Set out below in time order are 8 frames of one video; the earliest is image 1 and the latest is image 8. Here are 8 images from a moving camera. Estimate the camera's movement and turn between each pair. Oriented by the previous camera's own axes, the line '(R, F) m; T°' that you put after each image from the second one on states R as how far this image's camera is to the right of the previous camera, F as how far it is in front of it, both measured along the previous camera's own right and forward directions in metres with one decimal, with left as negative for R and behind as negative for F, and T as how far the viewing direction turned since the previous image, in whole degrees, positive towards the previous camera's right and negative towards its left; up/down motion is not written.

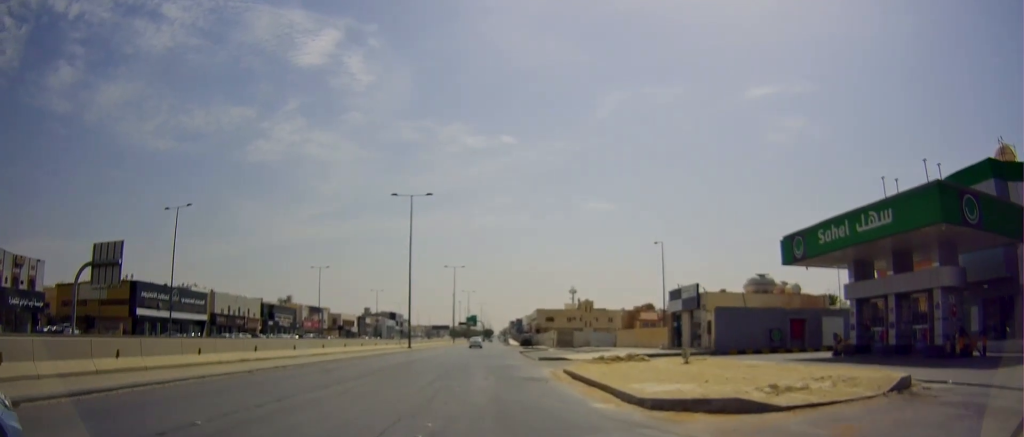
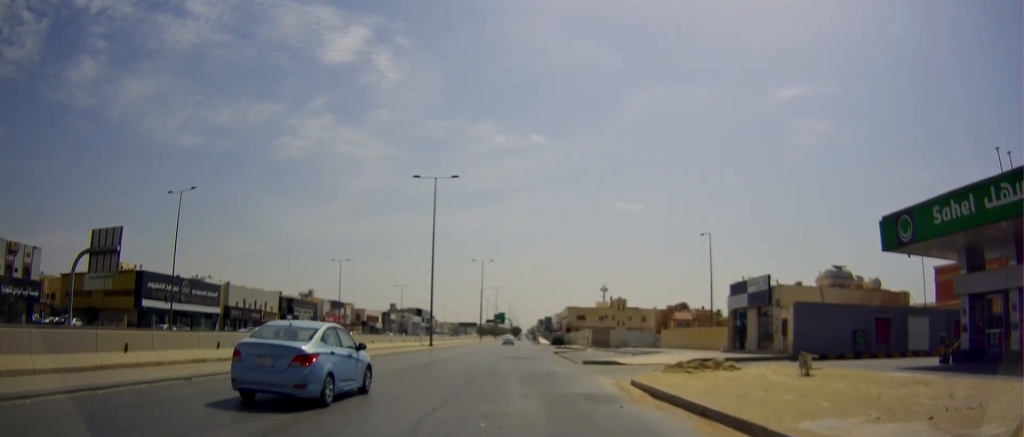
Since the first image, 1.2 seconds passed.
(-0.1, +6.3) m; +1°
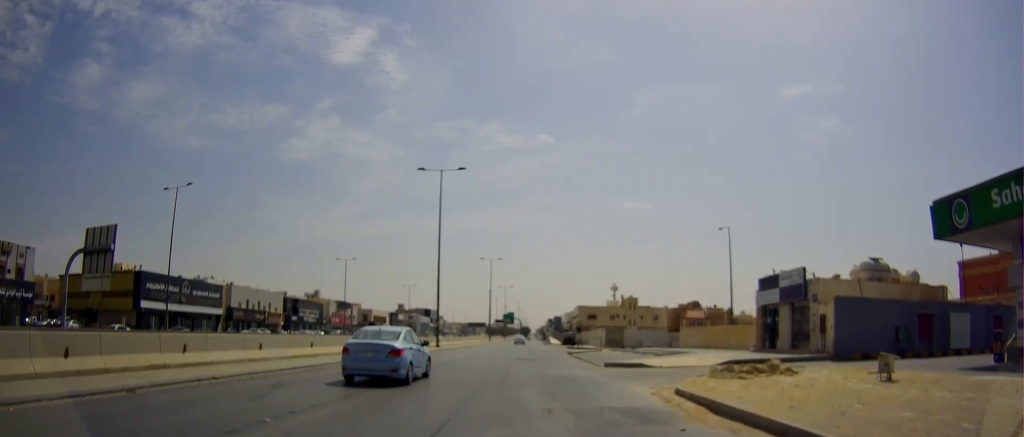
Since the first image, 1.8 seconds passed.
(+0.1, +2.9) m; +1°
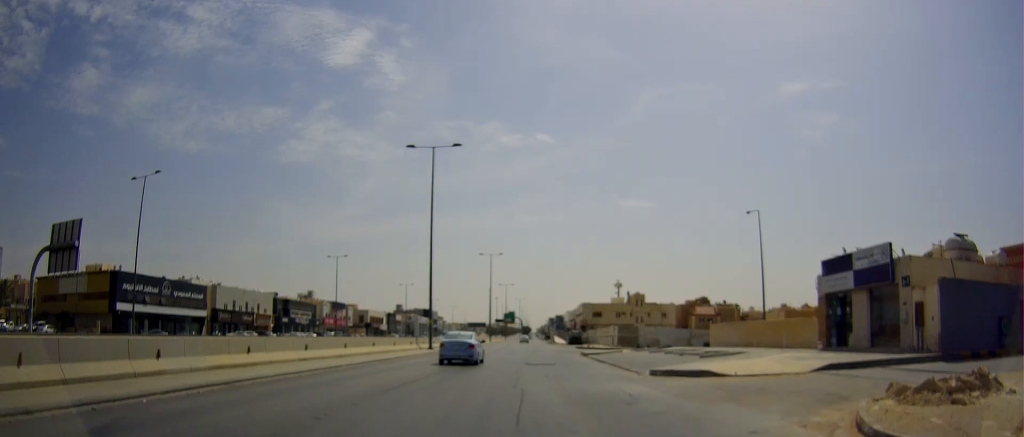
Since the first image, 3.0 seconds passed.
(0.0, +6.6) m; 0°
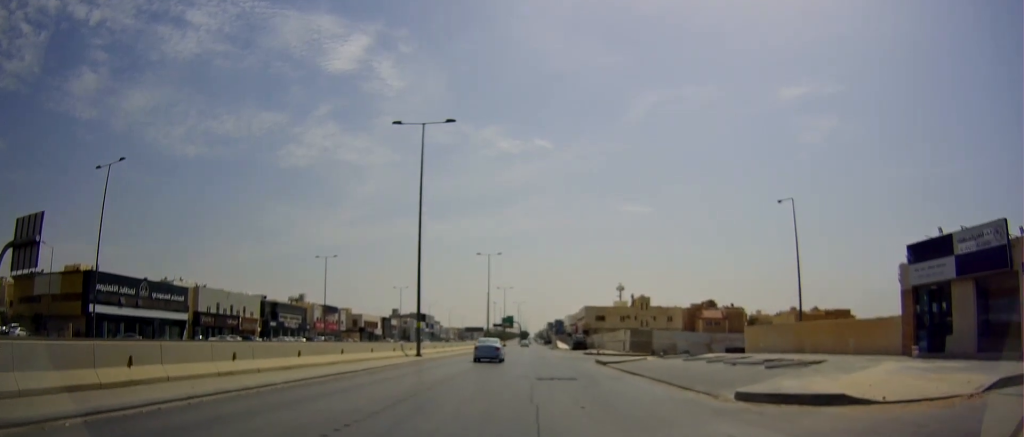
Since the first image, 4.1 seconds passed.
(-0.1, +6.4) m; -5°
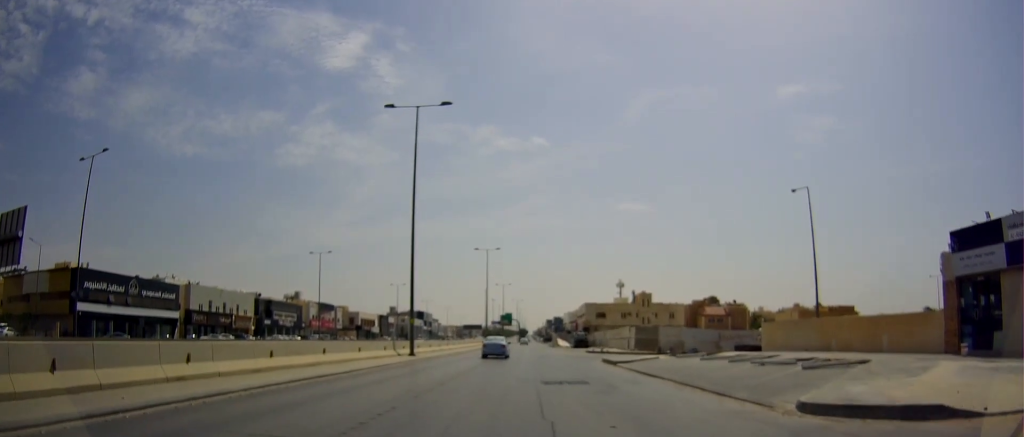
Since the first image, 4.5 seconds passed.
(-0.2, +2.6) m; -1°
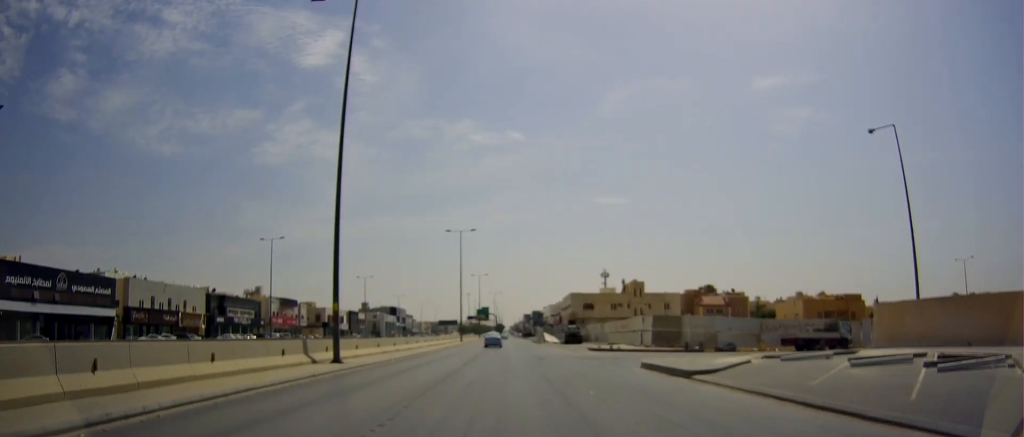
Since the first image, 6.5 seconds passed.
(+0.1, +13.2) m; +2°
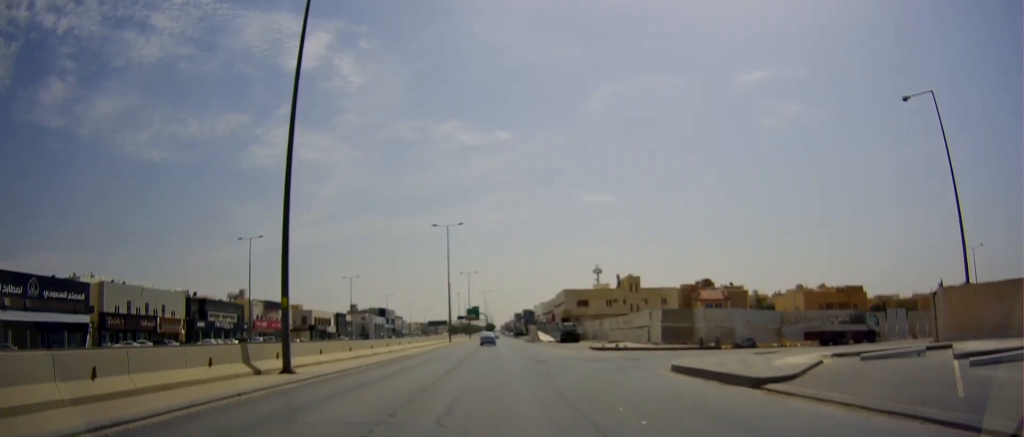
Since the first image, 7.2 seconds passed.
(0.0, +4.9) m; +1°
